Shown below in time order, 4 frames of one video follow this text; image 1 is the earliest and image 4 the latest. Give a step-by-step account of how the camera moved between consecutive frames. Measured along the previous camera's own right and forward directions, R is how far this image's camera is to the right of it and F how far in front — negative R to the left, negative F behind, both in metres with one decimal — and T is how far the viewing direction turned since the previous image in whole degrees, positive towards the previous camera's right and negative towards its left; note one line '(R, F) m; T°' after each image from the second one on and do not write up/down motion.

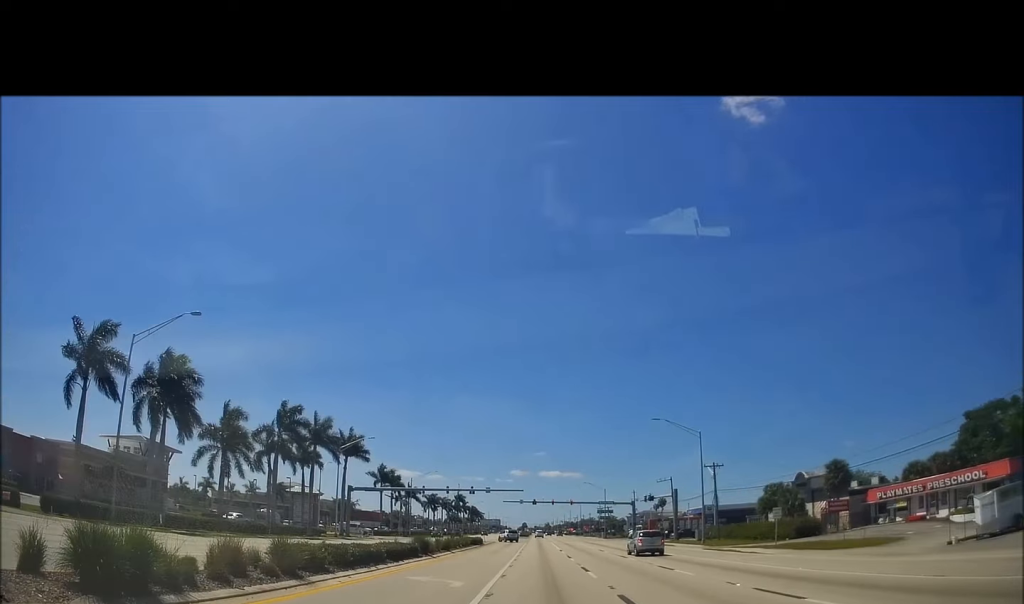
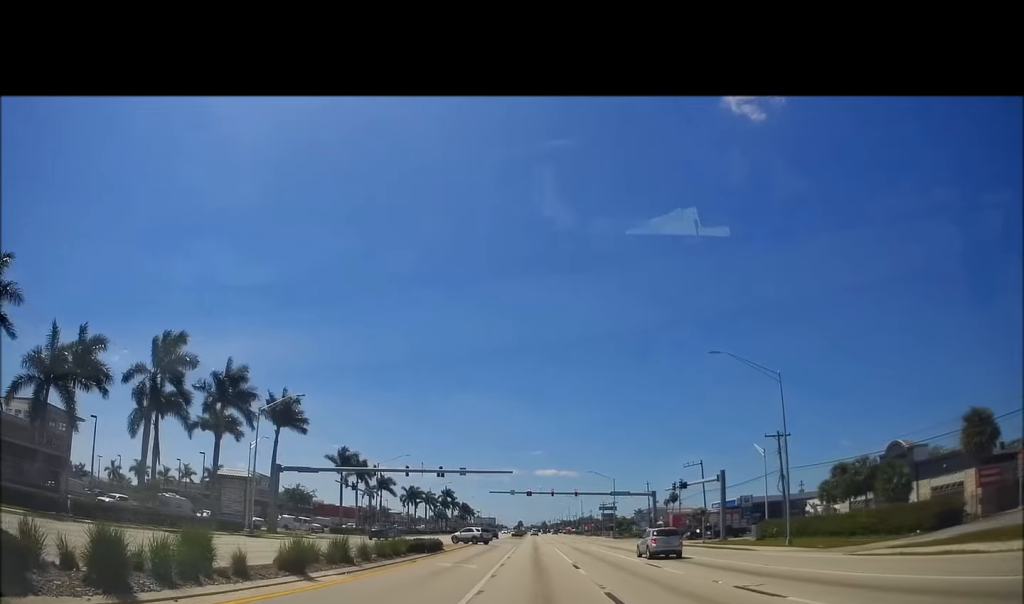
(0.0, +27.9) m; +1°
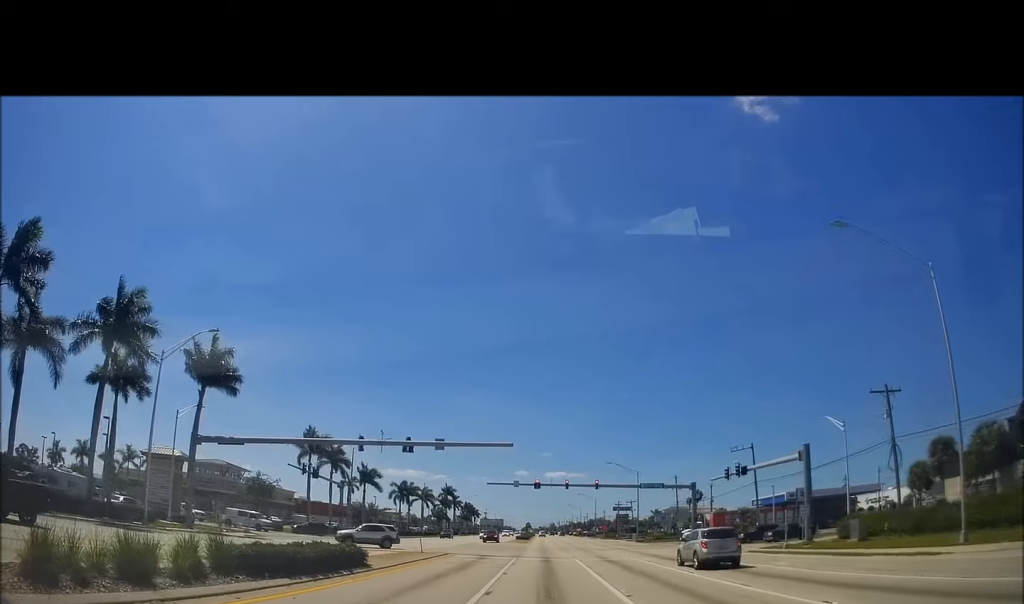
(+0.4, +23.4) m; 0°
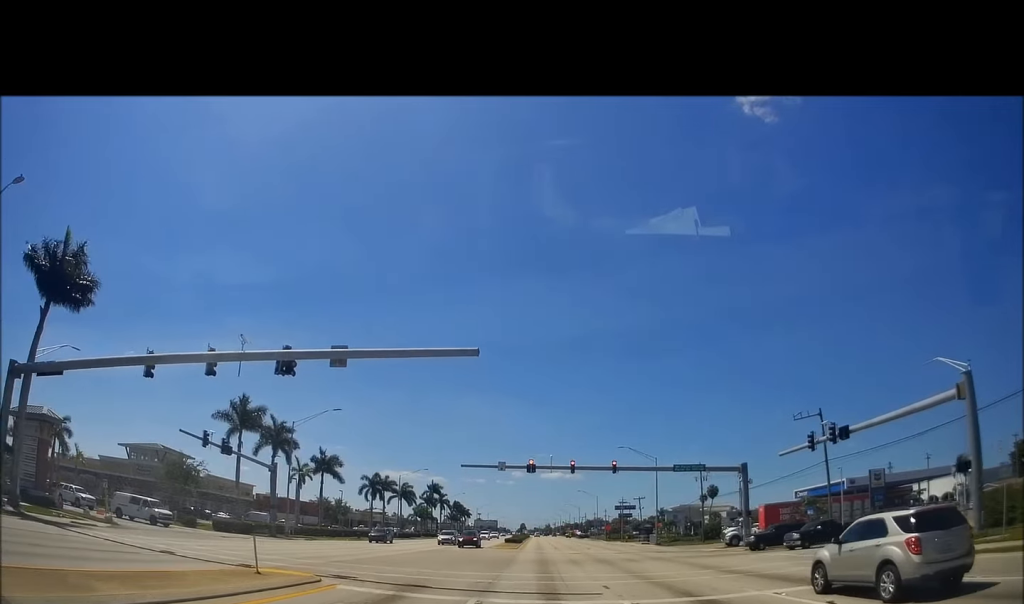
(-0.5, +27.4) m; -1°
